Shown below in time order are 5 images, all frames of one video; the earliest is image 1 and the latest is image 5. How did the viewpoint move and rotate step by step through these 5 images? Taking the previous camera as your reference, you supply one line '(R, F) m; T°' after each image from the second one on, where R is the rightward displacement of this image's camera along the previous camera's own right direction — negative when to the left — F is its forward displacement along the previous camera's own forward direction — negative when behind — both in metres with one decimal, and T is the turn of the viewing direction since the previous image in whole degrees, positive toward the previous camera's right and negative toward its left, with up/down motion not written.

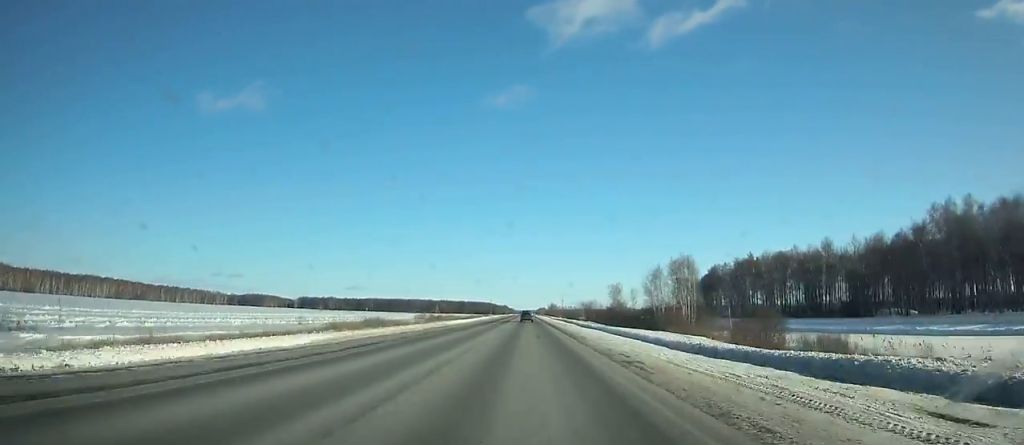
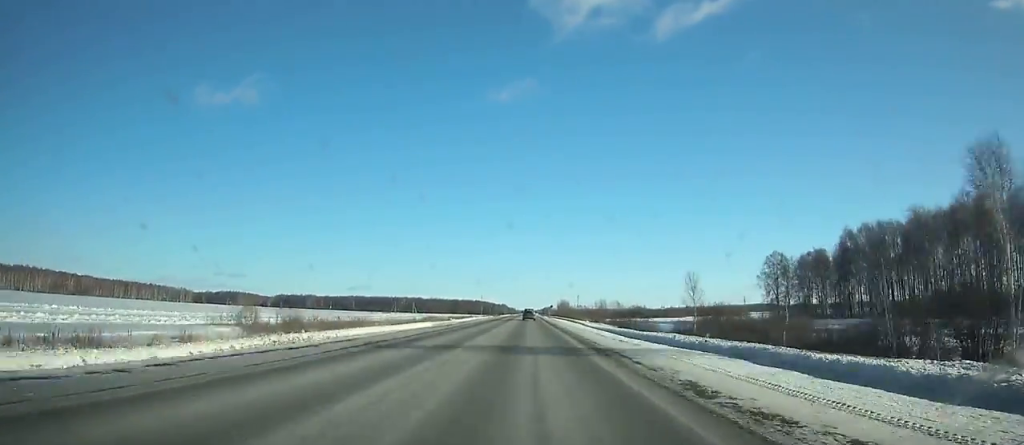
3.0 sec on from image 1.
(-0.1, +99.8) m; 0°
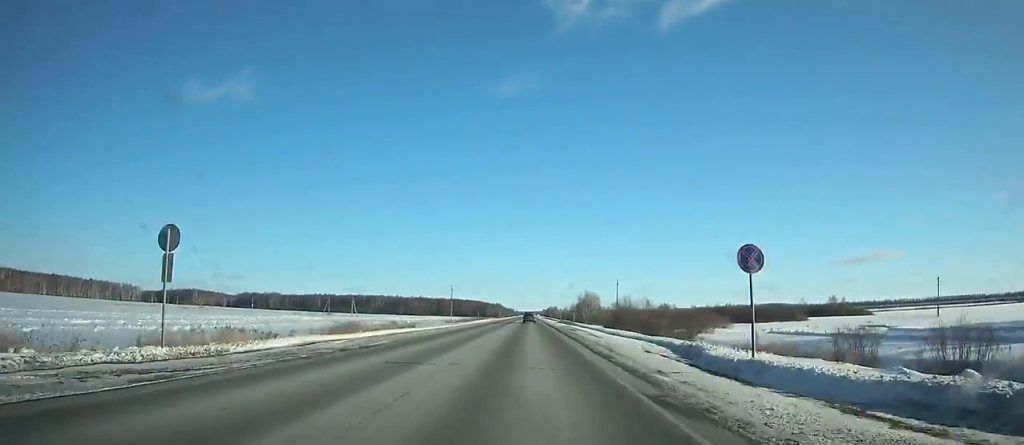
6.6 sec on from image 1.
(-0.1, +122.5) m; 0°
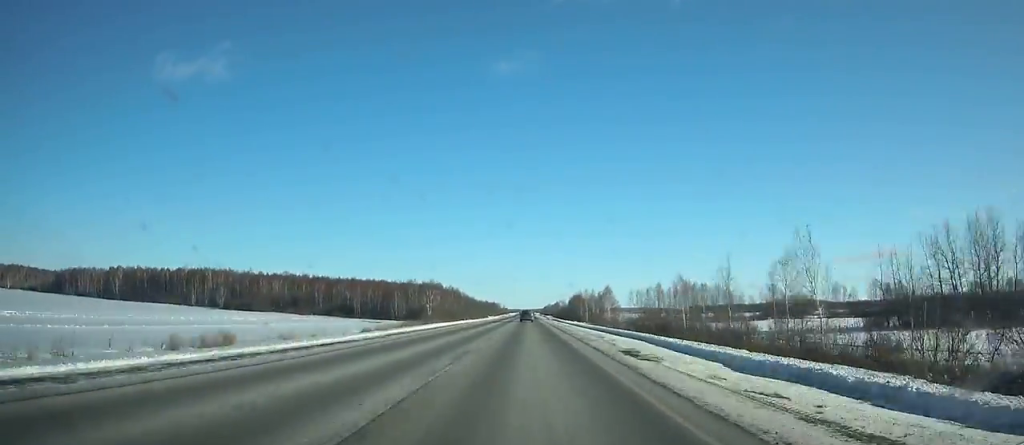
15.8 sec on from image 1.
(+0.8, +314.1) m; 0°
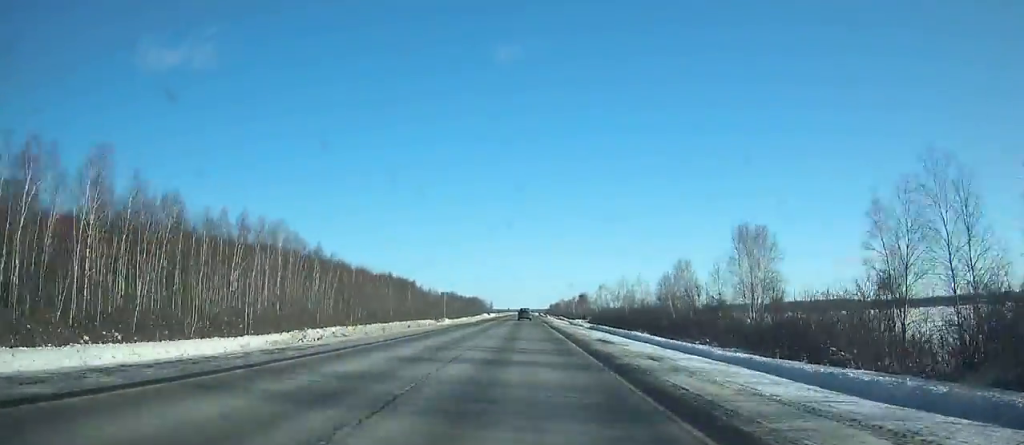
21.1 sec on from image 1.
(-0.2, +164.2) m; 0°
